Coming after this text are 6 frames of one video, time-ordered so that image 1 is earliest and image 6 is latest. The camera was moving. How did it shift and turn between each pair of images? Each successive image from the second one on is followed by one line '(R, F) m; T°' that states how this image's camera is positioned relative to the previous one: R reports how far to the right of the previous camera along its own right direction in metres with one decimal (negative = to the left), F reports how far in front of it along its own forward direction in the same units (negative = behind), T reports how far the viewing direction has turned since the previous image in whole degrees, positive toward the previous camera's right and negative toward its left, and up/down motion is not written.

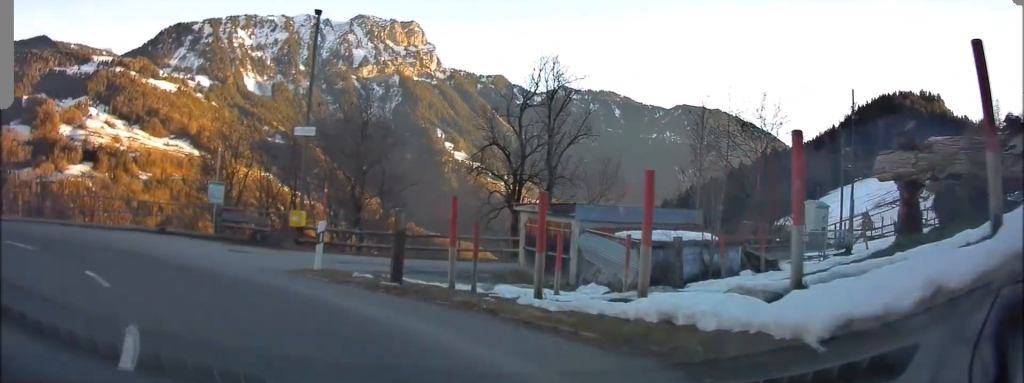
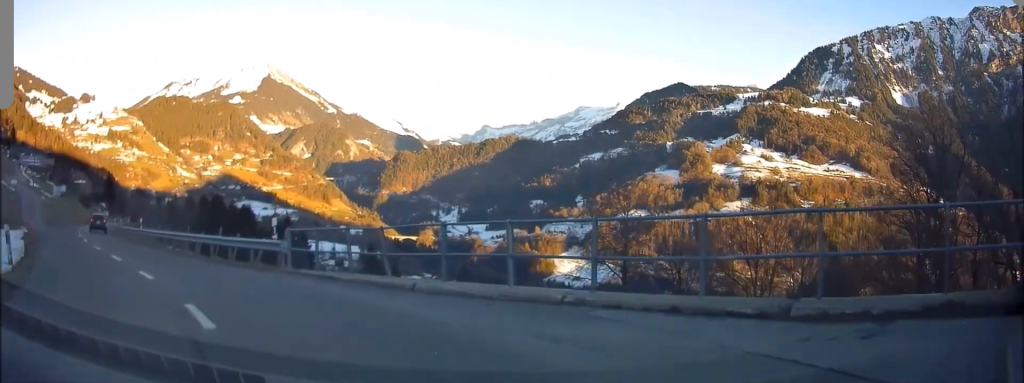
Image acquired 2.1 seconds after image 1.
(-8.4, +13.3) m; -64°
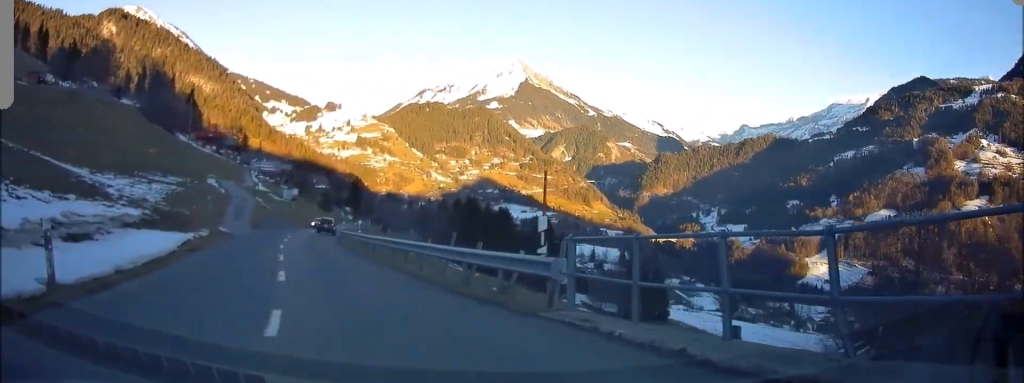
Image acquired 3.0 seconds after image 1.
(-1.7, +6.9) m; -20°
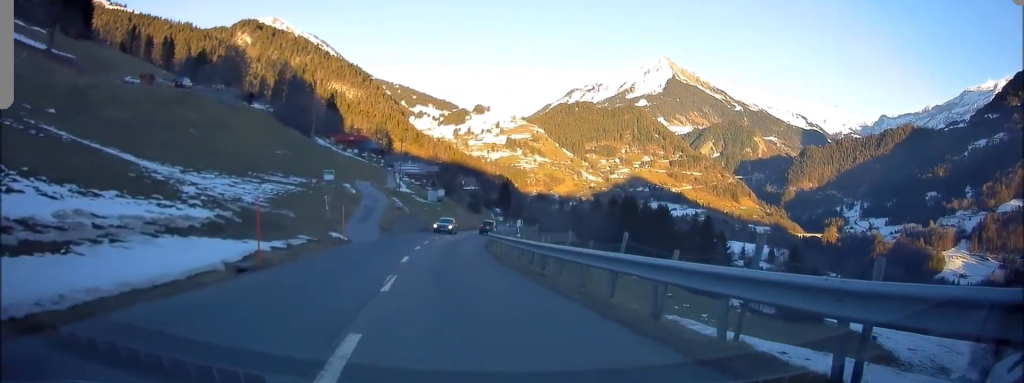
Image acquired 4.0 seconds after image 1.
(-1.3, +8.2) m; -10°
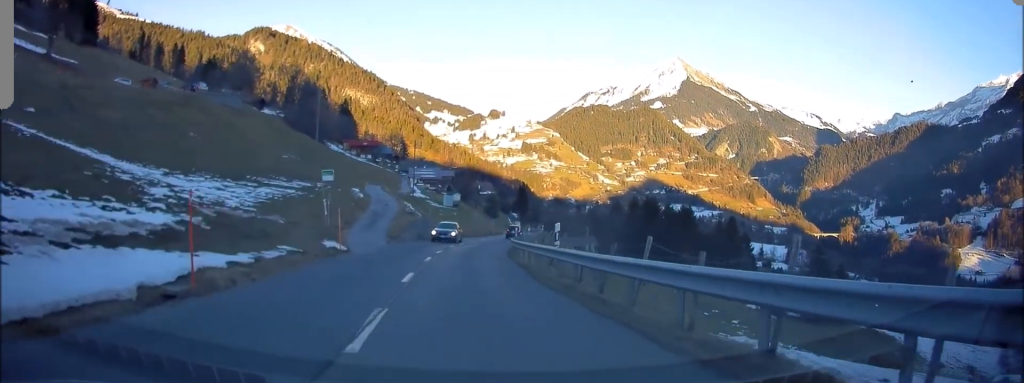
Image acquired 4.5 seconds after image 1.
(-0.2, +4.8) m; -2°
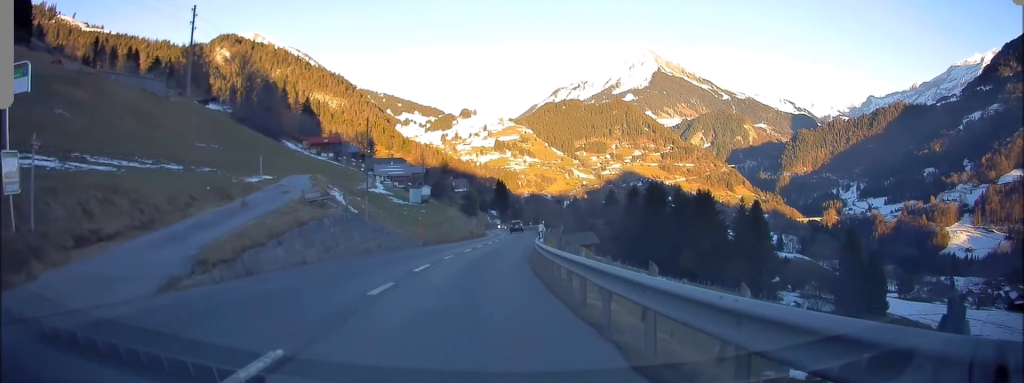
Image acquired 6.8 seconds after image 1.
(-0.2, +23.1) m; +2°
